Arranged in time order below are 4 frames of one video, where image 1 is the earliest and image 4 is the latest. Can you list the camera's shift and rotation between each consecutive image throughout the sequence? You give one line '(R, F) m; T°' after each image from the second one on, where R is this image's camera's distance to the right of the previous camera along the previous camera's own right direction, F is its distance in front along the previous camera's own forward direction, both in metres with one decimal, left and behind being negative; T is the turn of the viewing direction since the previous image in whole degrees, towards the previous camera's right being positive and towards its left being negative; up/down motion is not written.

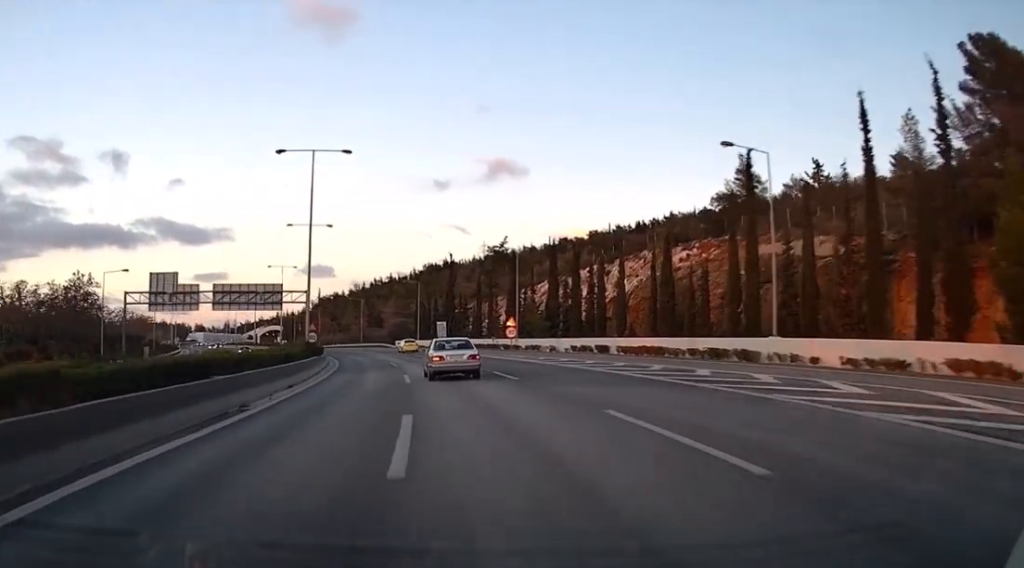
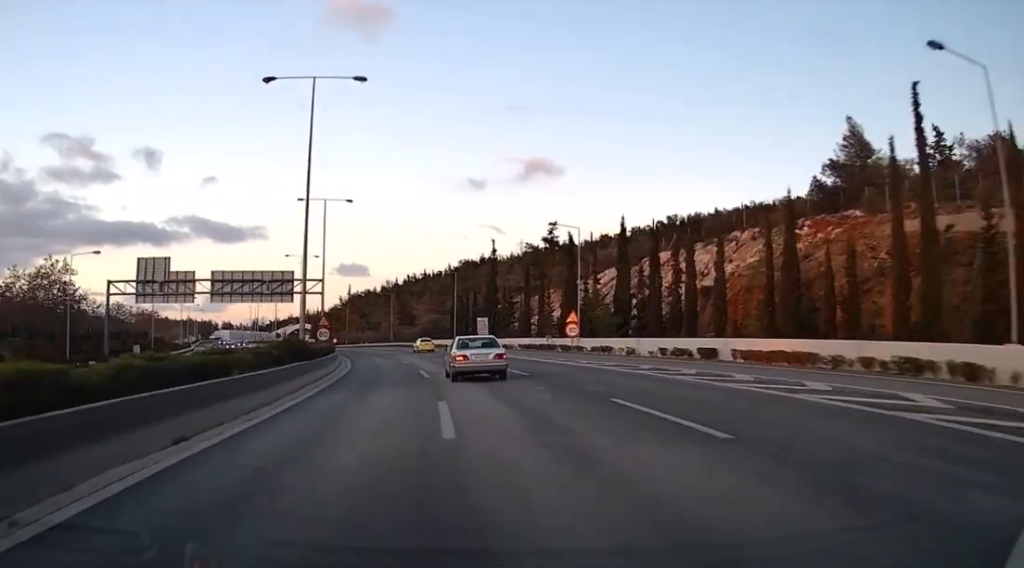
(-0.3, +16.0) m; -4°
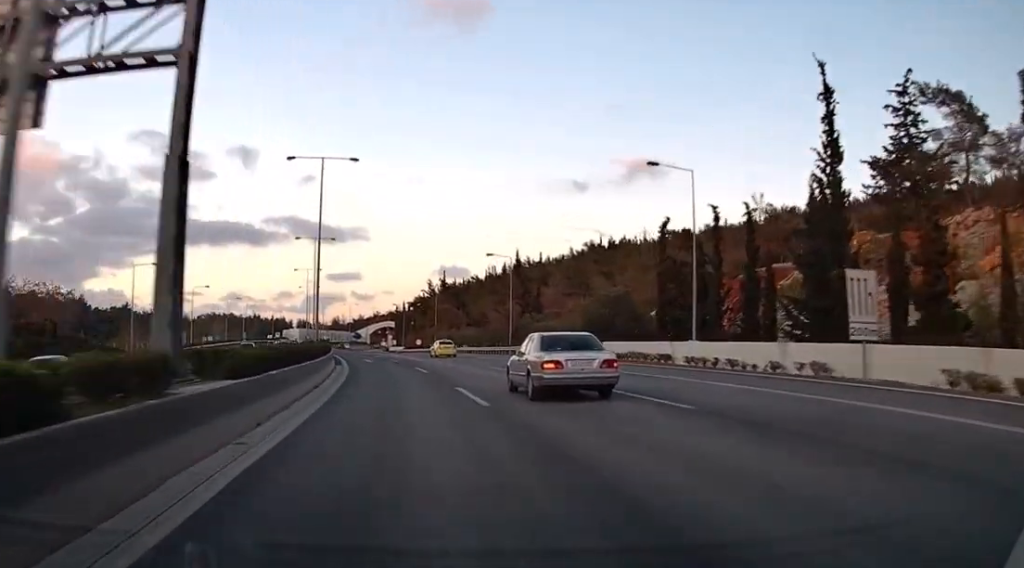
(-7.4, +67.2) m; -10°
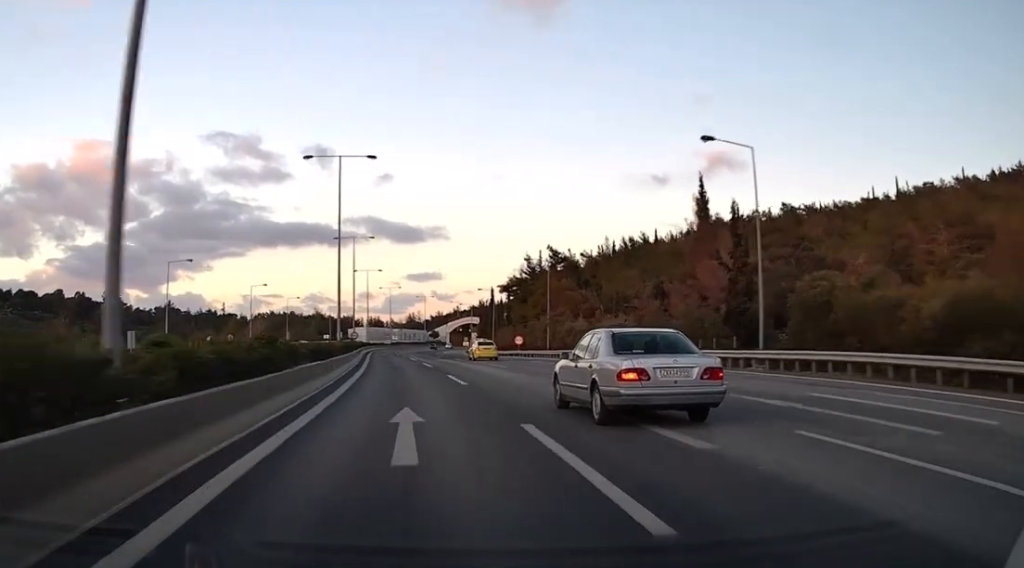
(-1.7, +48.2) m; -4°
